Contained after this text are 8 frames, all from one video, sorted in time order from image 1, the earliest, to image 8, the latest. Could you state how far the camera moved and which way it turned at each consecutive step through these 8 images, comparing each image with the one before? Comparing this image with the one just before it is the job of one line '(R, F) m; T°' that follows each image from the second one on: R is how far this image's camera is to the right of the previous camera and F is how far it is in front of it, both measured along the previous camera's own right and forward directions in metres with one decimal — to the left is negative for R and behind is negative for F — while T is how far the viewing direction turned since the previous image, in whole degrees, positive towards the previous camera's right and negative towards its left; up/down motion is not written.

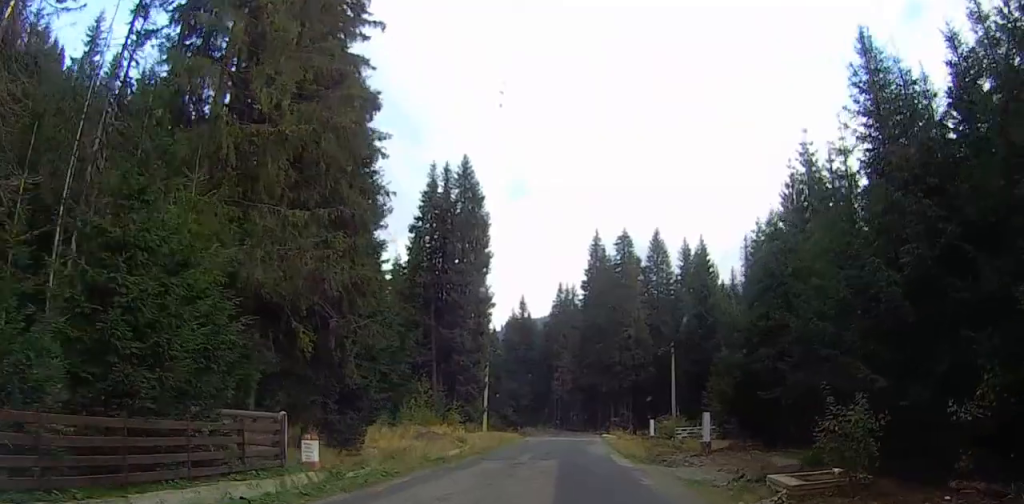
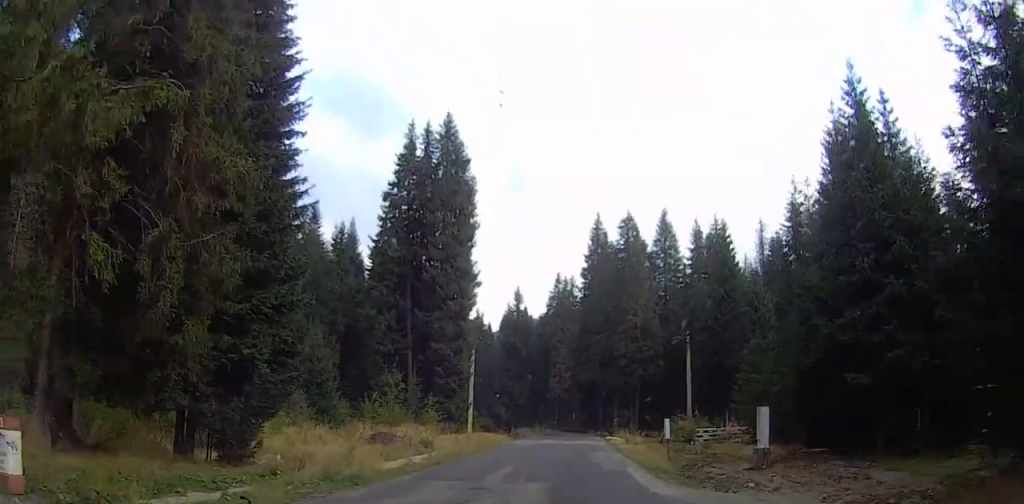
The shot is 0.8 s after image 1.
(0.0, +10.6) m; 0°
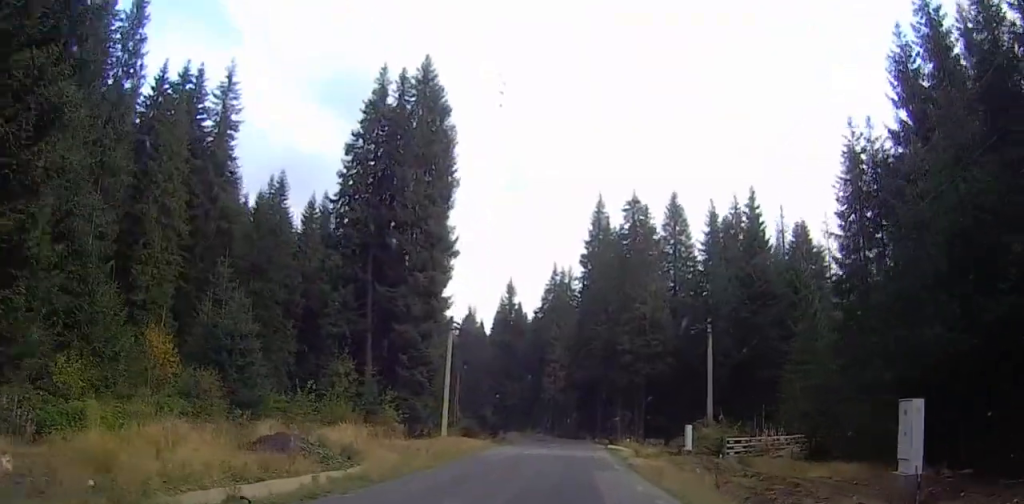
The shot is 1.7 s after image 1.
(0.0, +11.5) m; 0°
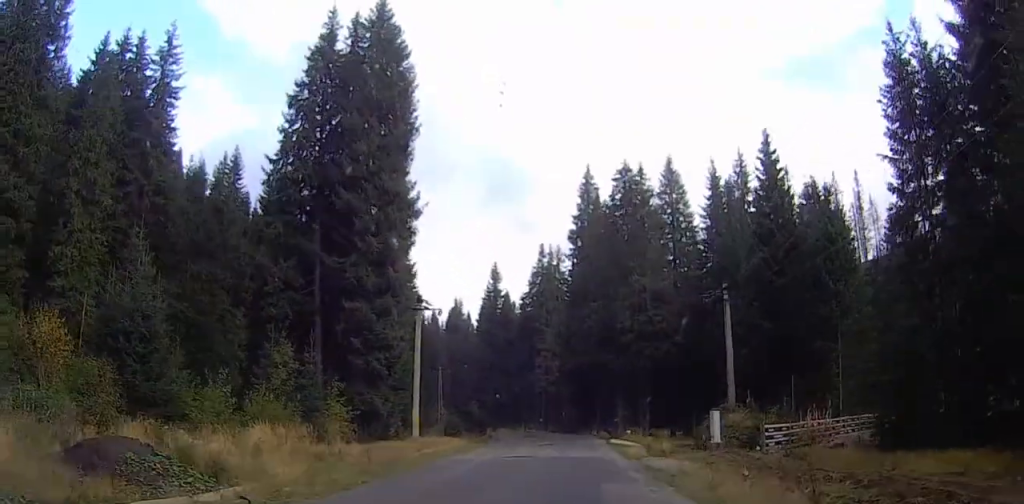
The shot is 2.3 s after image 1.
(0.0, +8.8) m; 0°
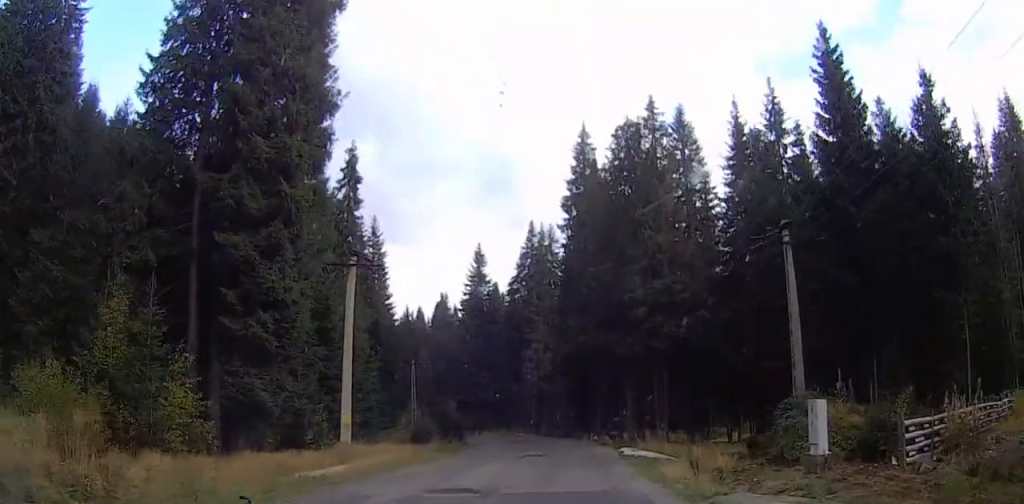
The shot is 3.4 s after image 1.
(0.0, +13.9) m; +2°
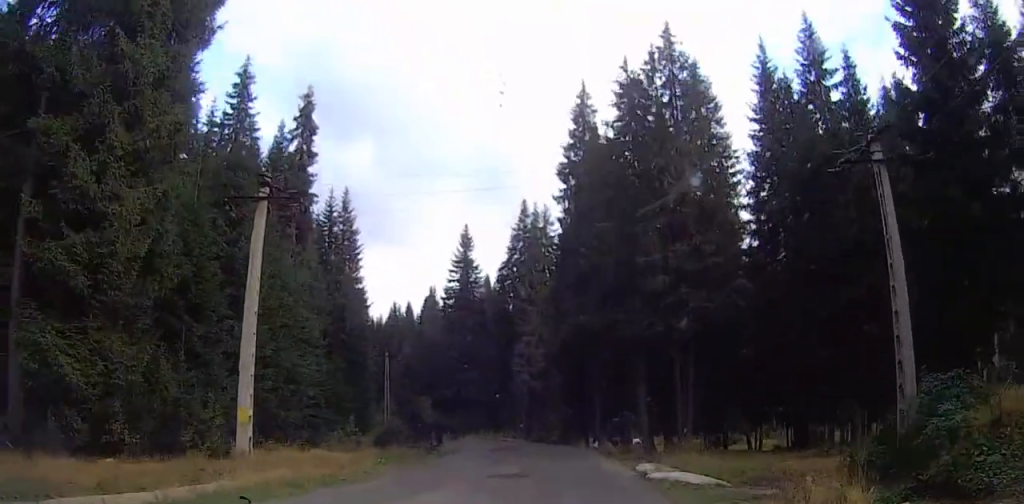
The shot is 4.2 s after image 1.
(+0.1, +10.2) m; +2°
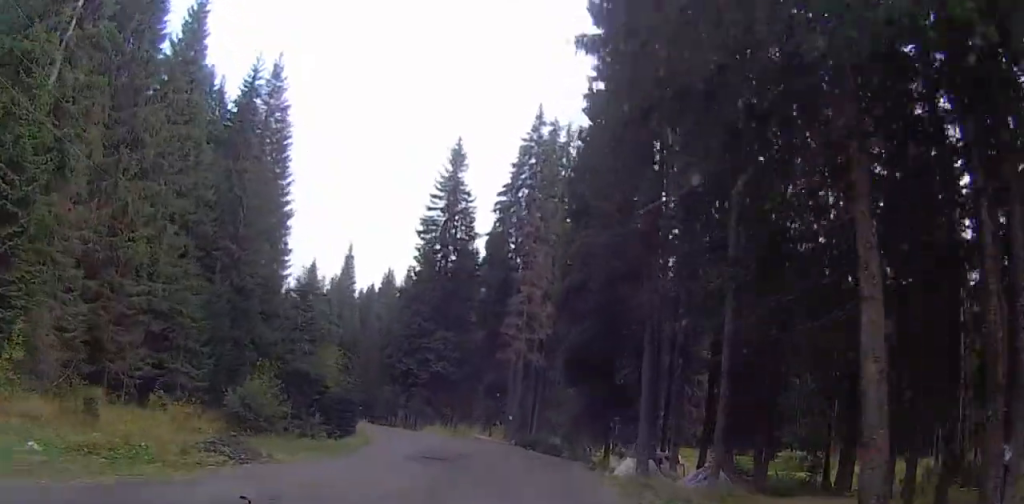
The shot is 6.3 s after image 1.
(0.0, +25.5) m; +4°
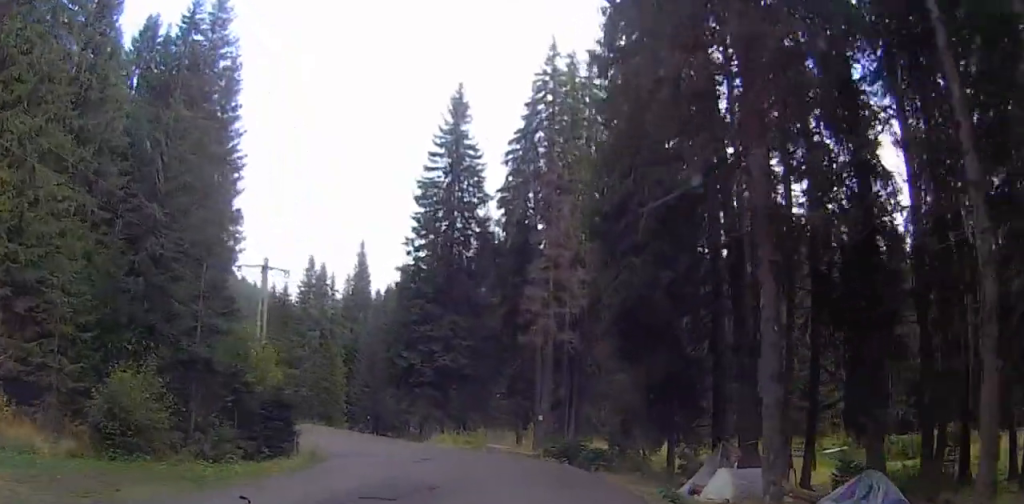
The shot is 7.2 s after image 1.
(+0.7, +10.3) m; +1°
